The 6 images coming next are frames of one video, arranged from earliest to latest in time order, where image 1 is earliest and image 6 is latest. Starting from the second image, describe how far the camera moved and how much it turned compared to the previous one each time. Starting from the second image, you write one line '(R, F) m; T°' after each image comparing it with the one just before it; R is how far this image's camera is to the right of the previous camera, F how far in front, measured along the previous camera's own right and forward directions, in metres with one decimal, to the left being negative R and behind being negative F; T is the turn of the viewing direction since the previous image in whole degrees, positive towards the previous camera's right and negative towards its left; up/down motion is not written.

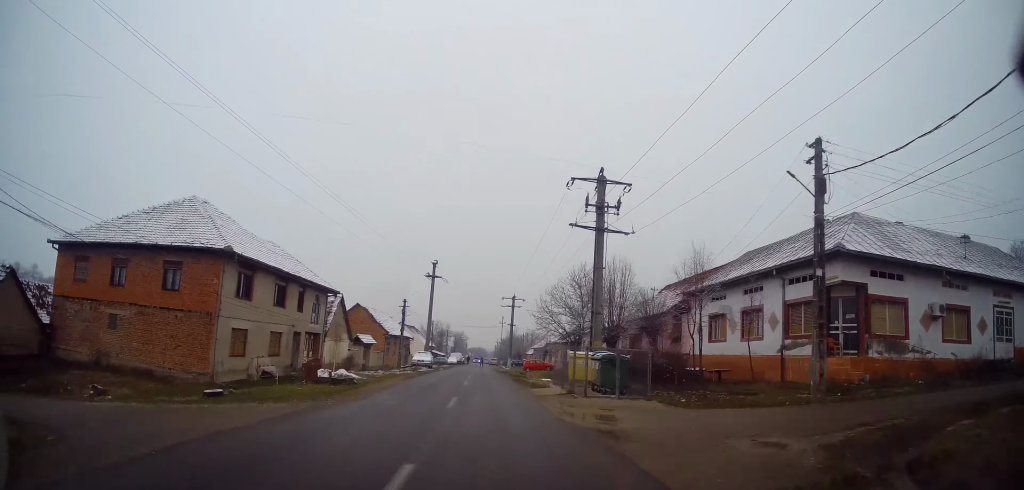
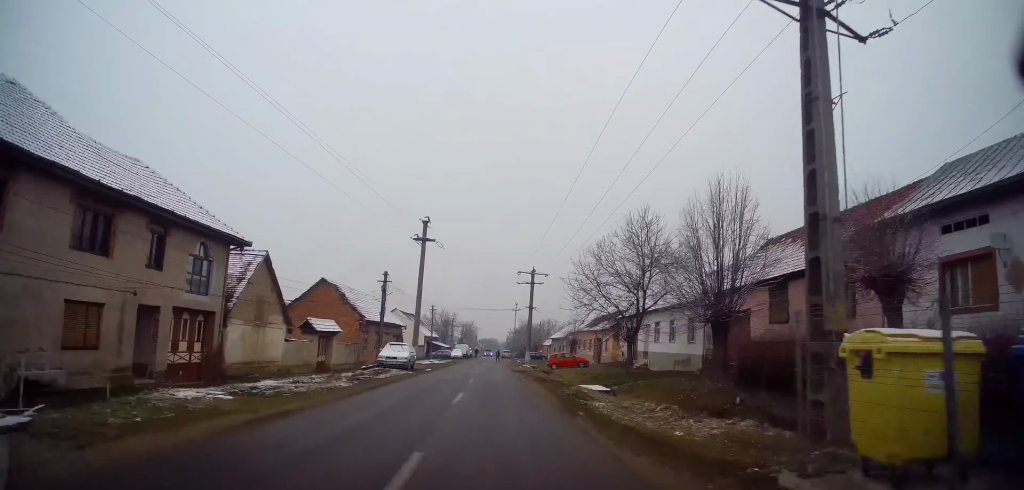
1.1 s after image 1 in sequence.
(-0.4, +17.3) m; -2°
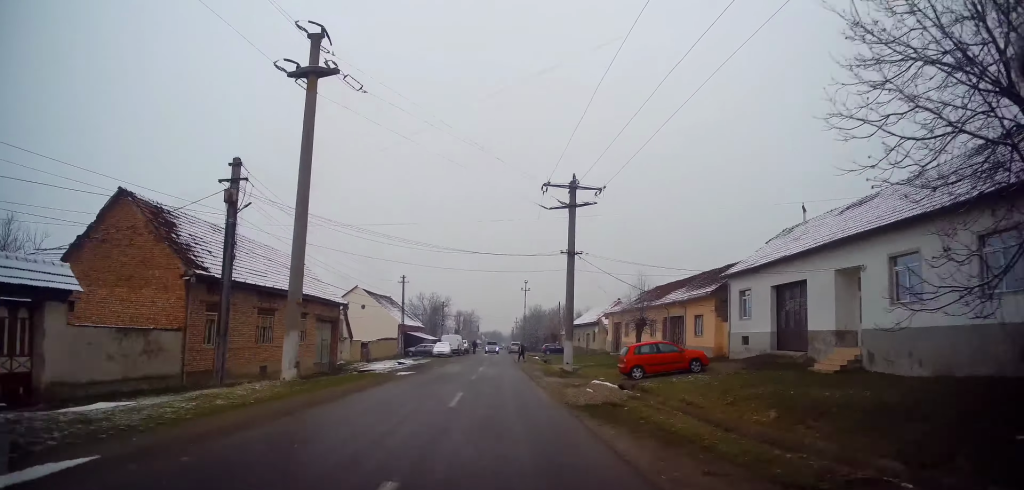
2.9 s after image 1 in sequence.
(+0.3, +27.3) m; +1°
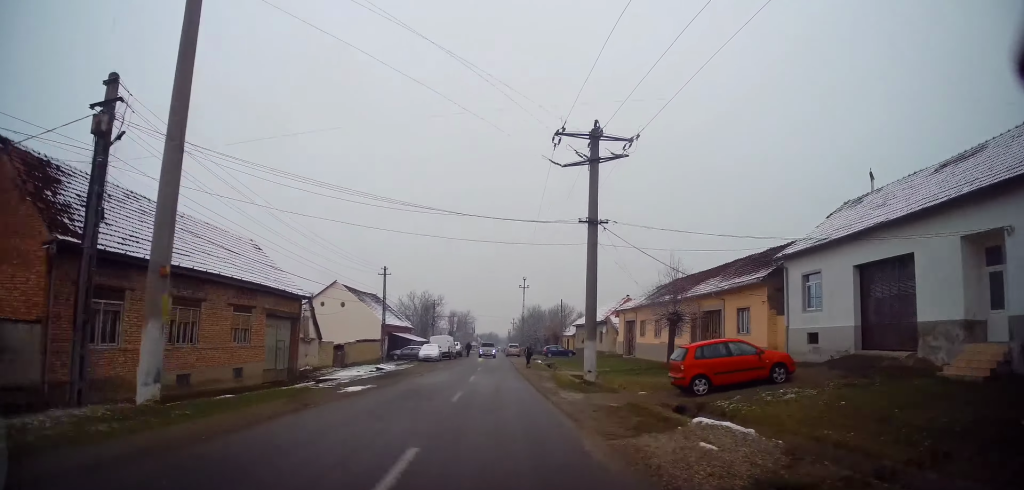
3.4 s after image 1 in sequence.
(0.0, +6.8) m; -1°
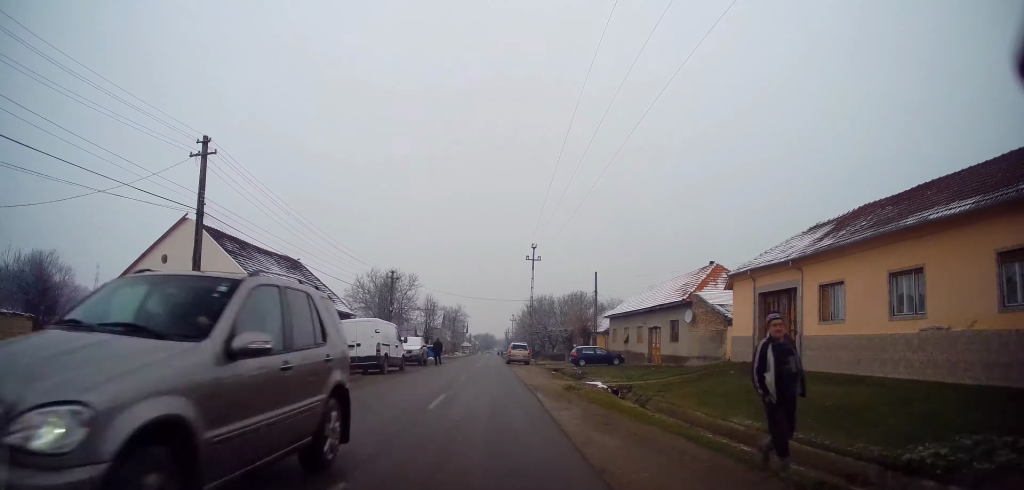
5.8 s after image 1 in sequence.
(-0.2, +29.5) m; -1°
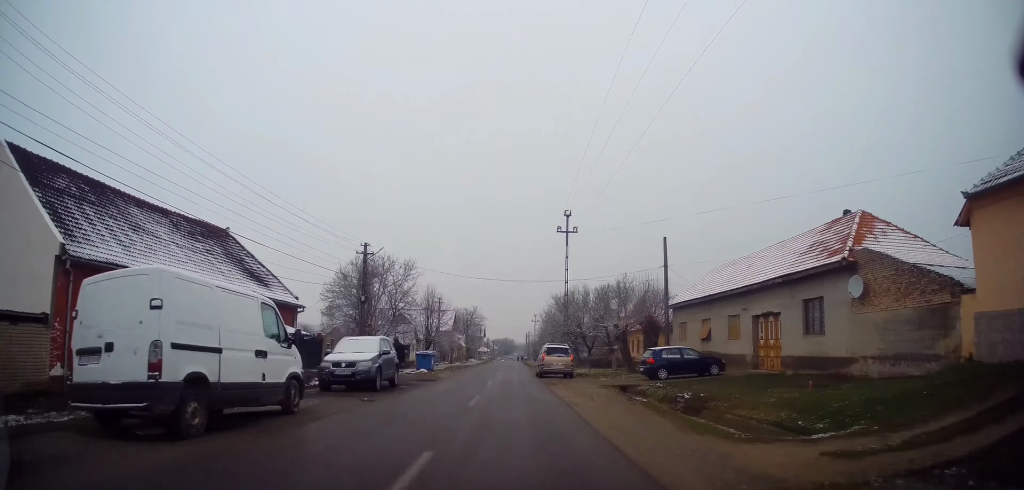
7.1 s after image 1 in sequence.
(-0.3, +15.8) m; -1°
